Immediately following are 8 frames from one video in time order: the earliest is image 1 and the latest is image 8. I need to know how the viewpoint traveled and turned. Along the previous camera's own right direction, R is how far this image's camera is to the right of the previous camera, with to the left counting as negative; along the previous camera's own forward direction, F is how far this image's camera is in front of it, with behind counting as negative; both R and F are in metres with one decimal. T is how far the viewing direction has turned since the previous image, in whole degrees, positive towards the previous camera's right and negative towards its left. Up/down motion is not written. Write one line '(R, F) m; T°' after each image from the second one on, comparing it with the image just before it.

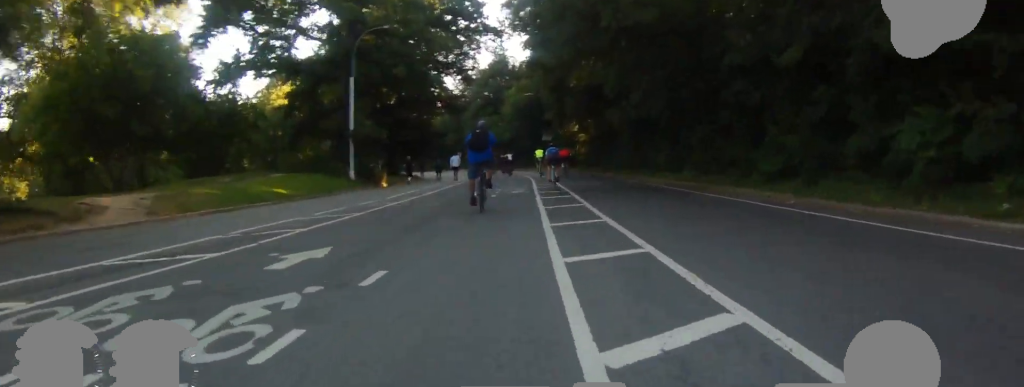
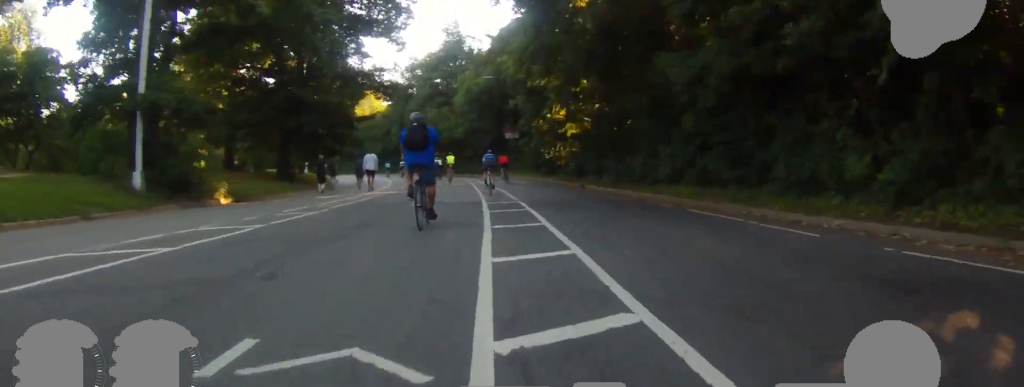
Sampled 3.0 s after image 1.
(0.0, +18.3) m; 0°
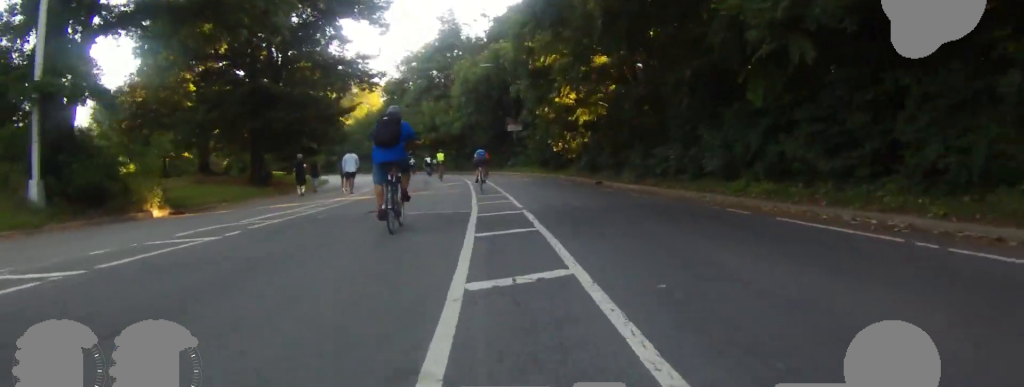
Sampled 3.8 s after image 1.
(0.0, +4.9) m; 0°
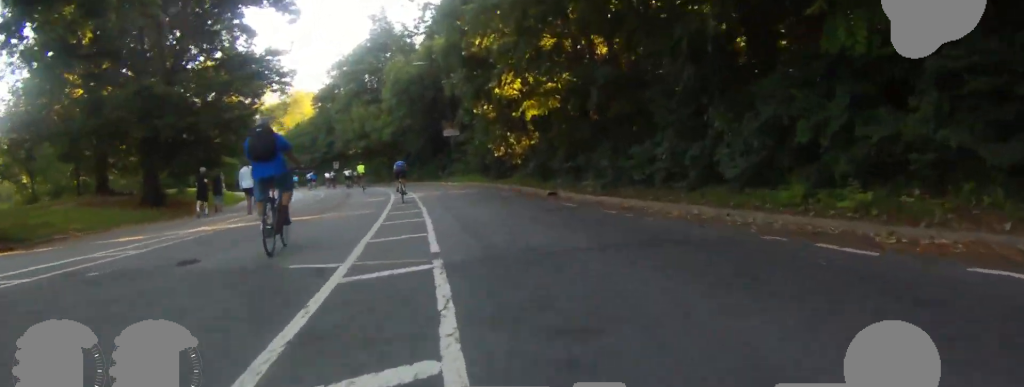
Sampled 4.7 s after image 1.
(0.0, +5.6) m; 0°
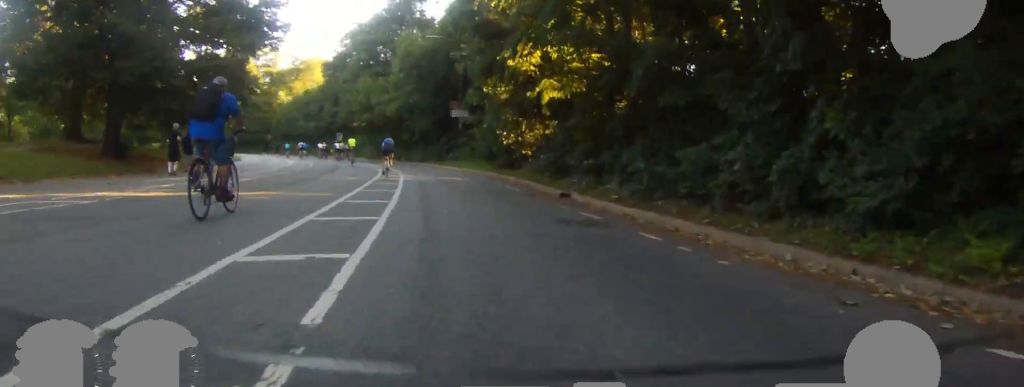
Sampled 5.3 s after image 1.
(0.0, +4.2) m; 0°
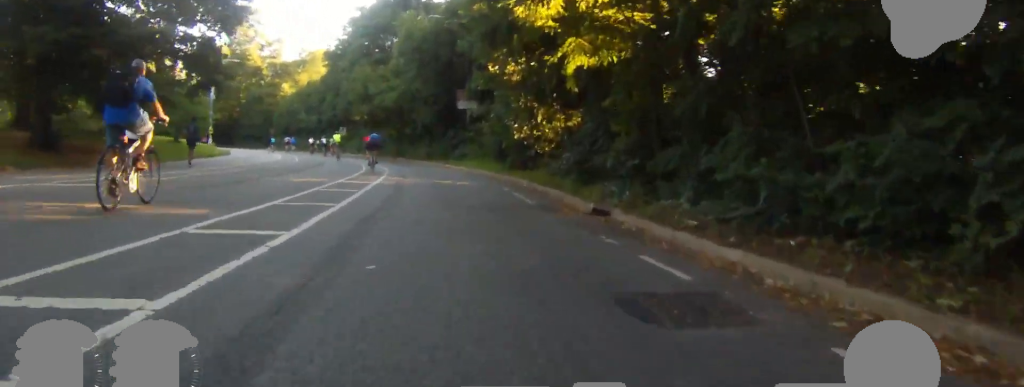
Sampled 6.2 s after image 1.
(0.0, +5.9) m; -7°
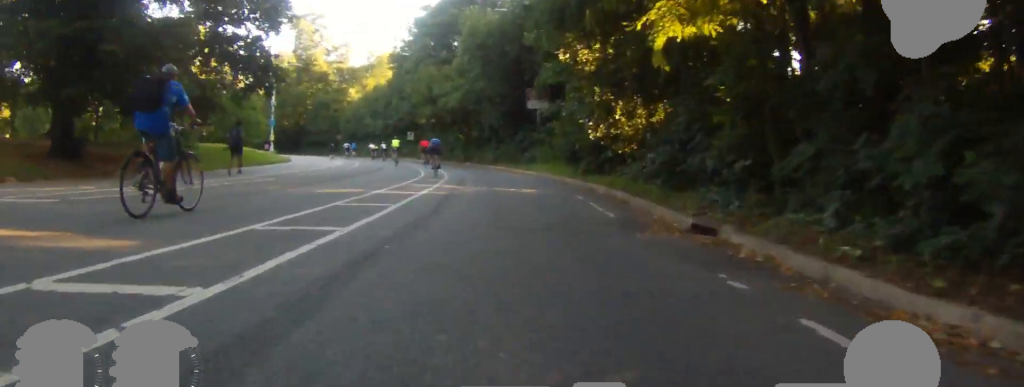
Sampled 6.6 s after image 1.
(+0.1, +2.8) m; -5°
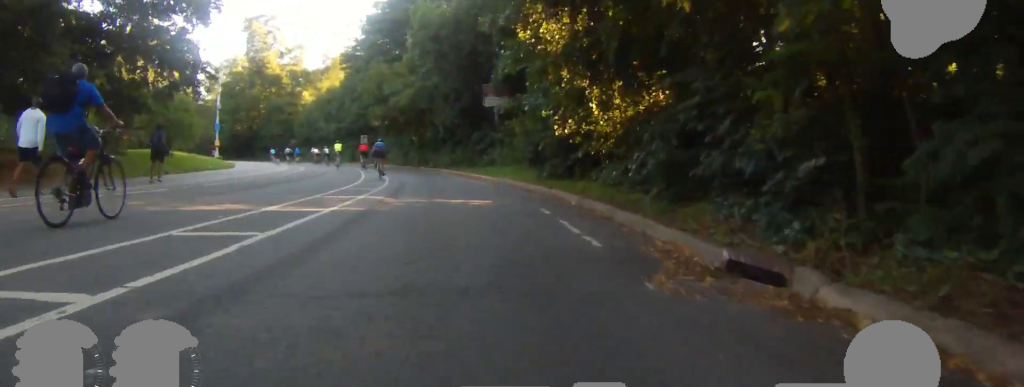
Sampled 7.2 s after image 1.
(-0.6, +3.5) m; -7°
